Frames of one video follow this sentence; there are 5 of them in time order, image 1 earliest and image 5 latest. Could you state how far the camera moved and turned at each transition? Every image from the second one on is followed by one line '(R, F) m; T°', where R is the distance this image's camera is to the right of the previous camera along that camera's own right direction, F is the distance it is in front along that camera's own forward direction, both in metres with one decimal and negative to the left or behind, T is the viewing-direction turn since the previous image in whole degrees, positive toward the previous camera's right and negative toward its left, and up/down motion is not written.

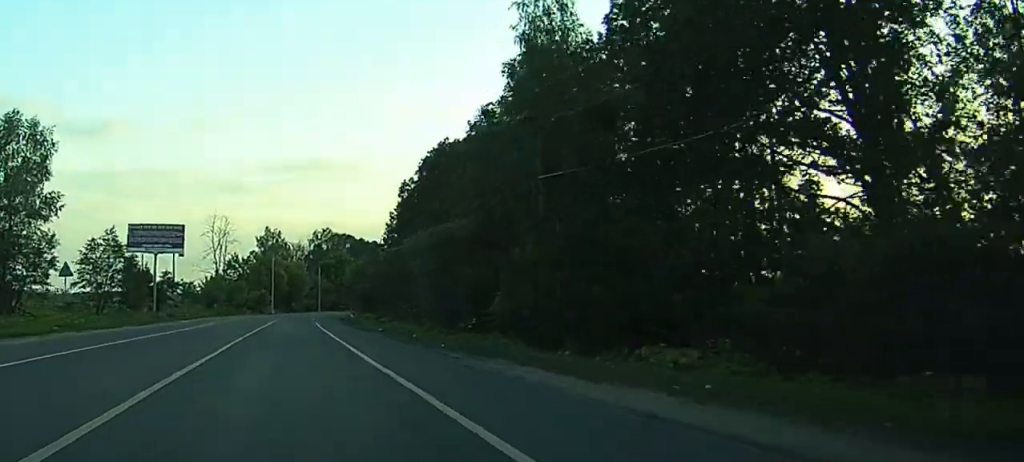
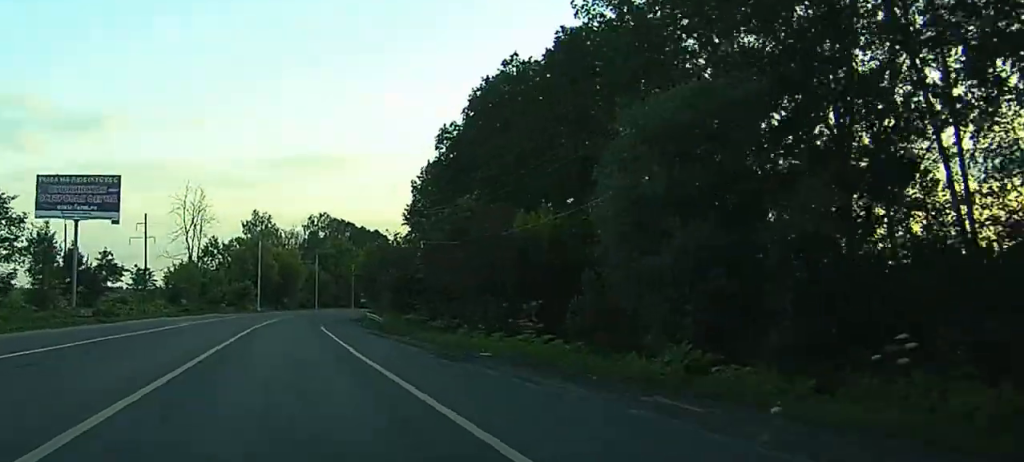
(+0.6, +32.7) m; +2°
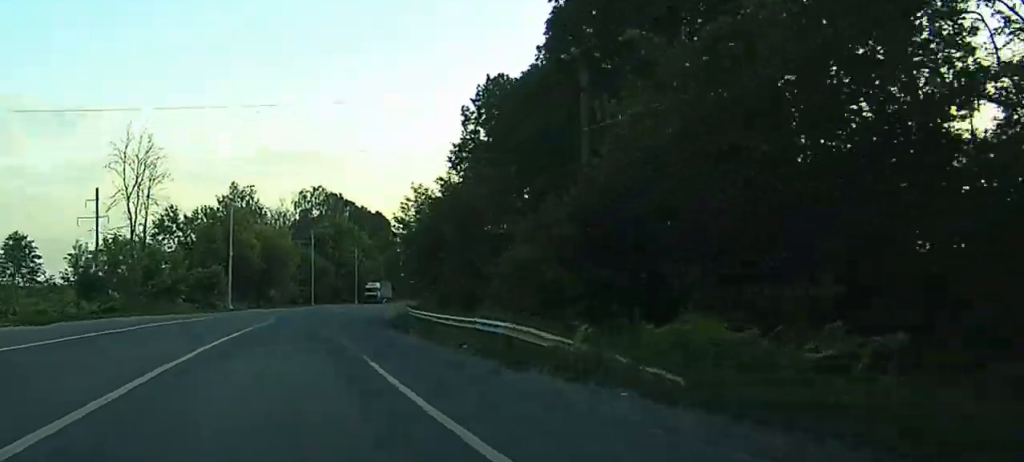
(-0.6, +38.1) m; -3°
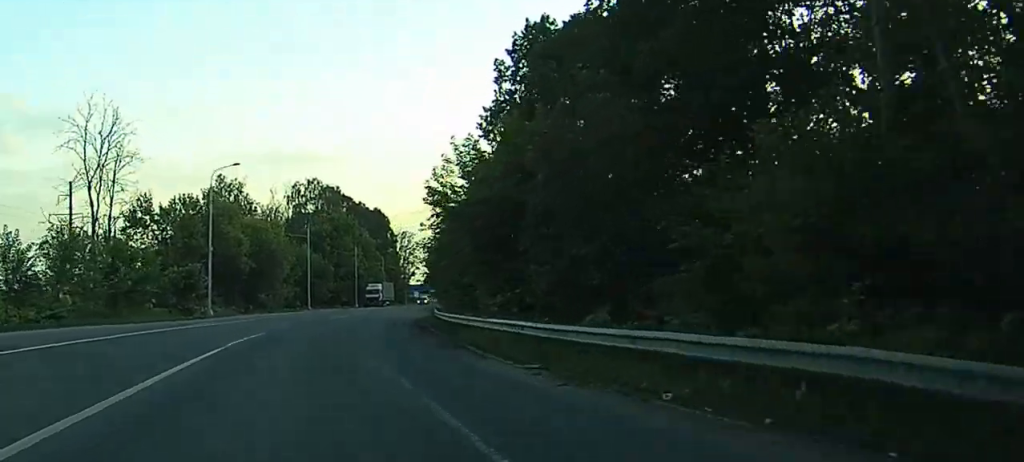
(-0.2, +13.7) m; 0°
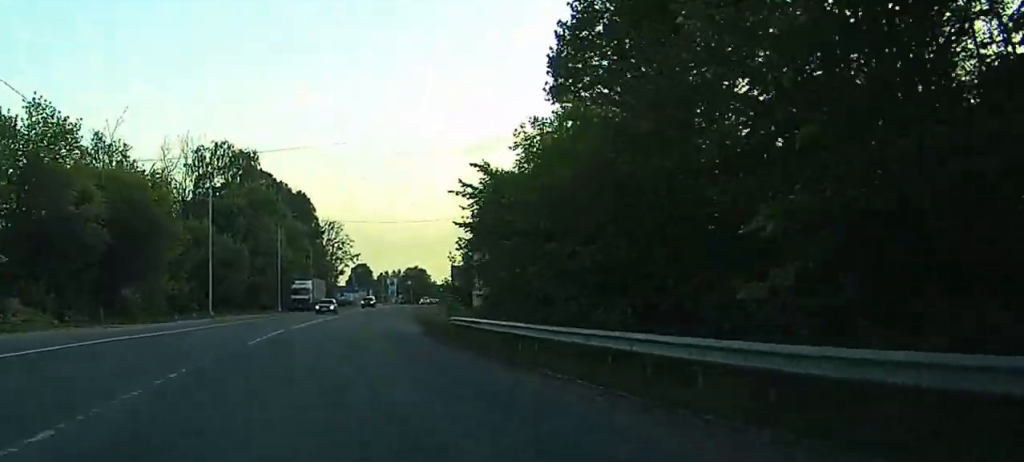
(+1.4, +36.3) m; +6°
